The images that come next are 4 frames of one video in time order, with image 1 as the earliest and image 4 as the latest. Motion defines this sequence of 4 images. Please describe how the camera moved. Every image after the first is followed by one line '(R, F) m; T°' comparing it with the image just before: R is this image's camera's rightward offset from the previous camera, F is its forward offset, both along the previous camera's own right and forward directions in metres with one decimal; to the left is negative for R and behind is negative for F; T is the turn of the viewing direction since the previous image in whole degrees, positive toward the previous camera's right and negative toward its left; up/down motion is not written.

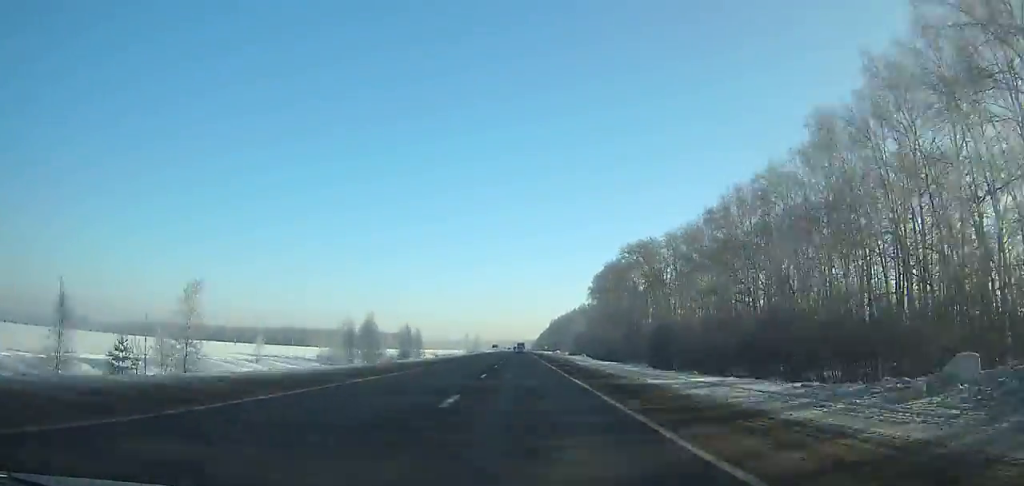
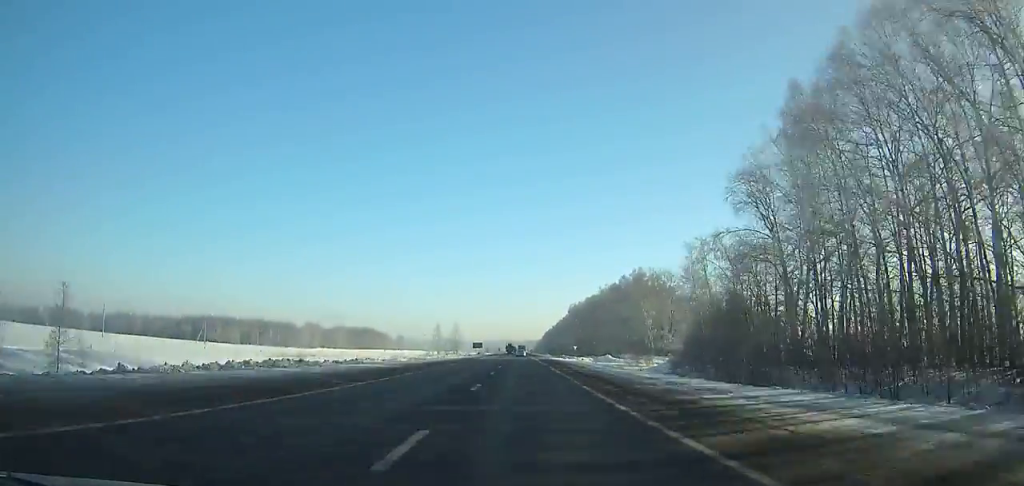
(-0.3, +139.3) m; 0°
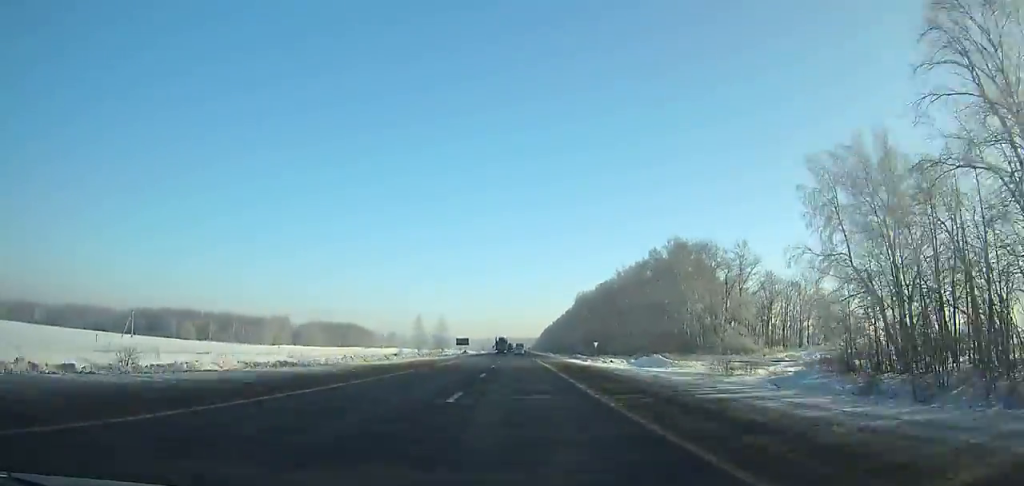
(0.0, +40.5) m; 0°
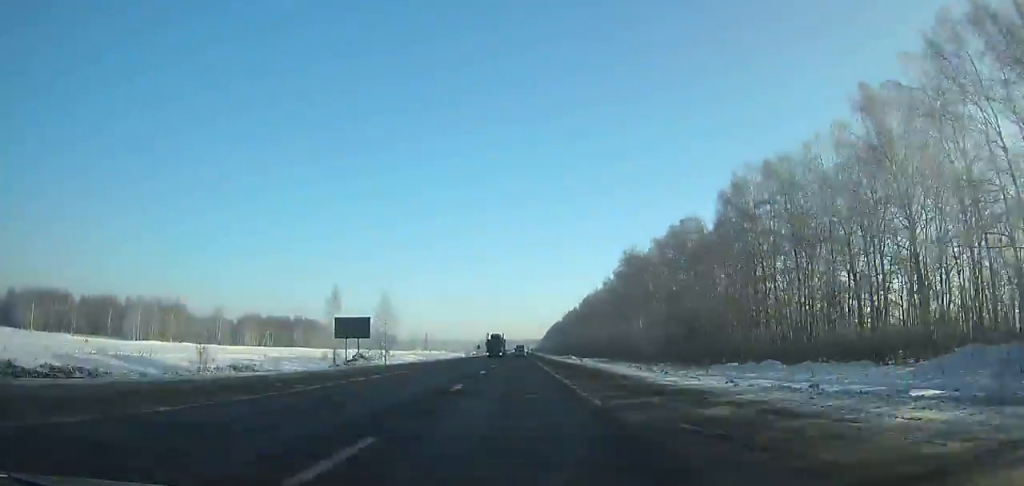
(0.0, +92.1) m; 0°
